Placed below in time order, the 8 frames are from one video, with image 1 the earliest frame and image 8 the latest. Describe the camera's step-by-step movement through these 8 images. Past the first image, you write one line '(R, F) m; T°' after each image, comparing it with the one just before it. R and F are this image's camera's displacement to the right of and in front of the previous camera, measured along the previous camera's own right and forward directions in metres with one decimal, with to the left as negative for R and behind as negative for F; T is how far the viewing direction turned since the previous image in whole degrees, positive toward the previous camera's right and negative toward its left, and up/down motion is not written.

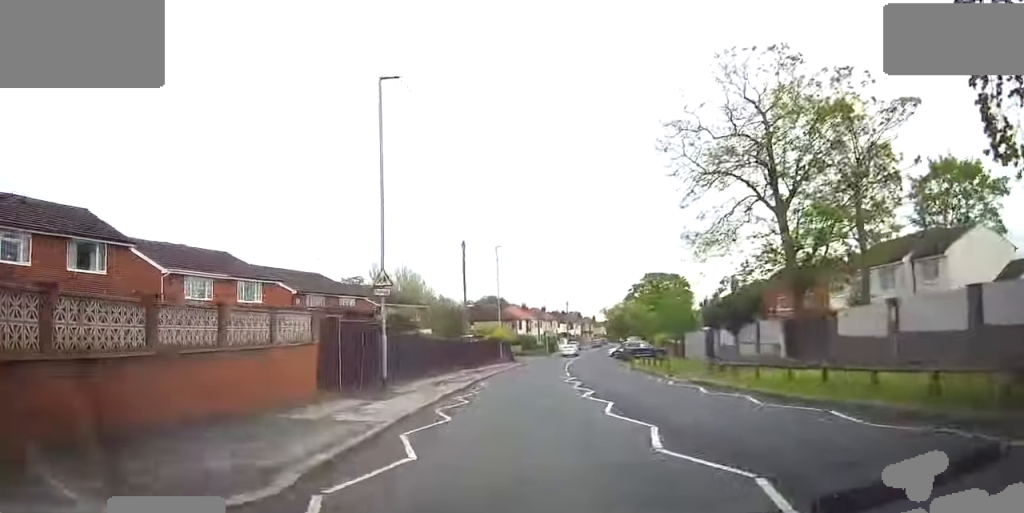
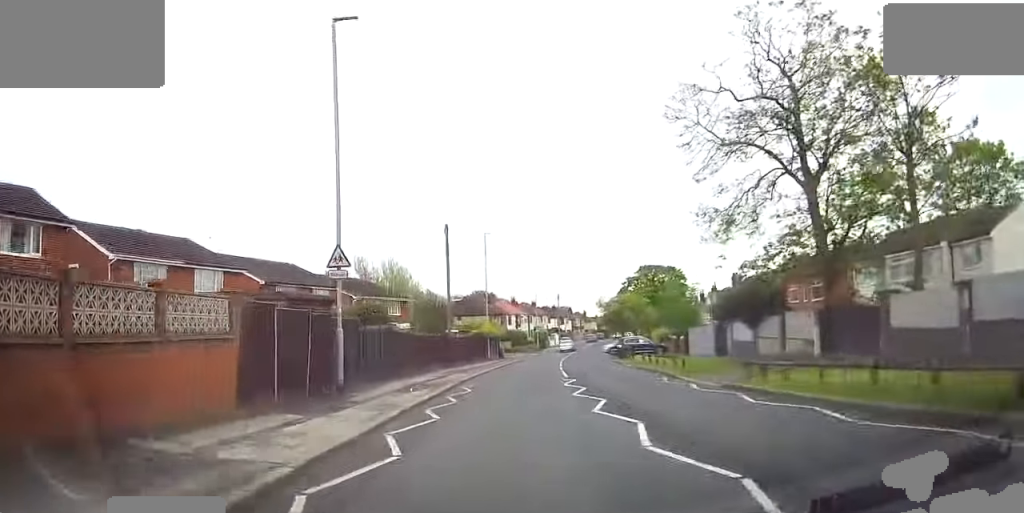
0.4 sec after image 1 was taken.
(0.0, +4.1) m; 0°
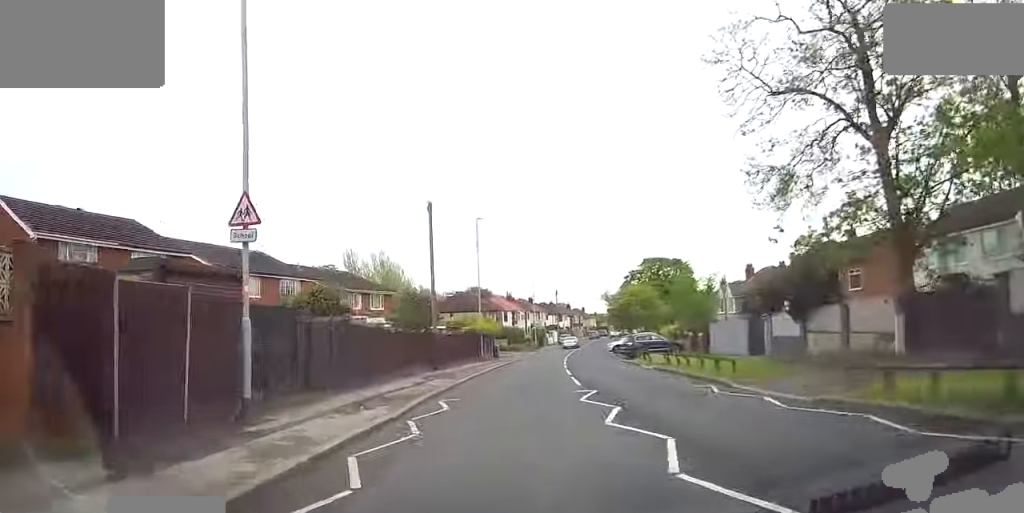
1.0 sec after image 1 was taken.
(0.0, +5.8) m; +1°
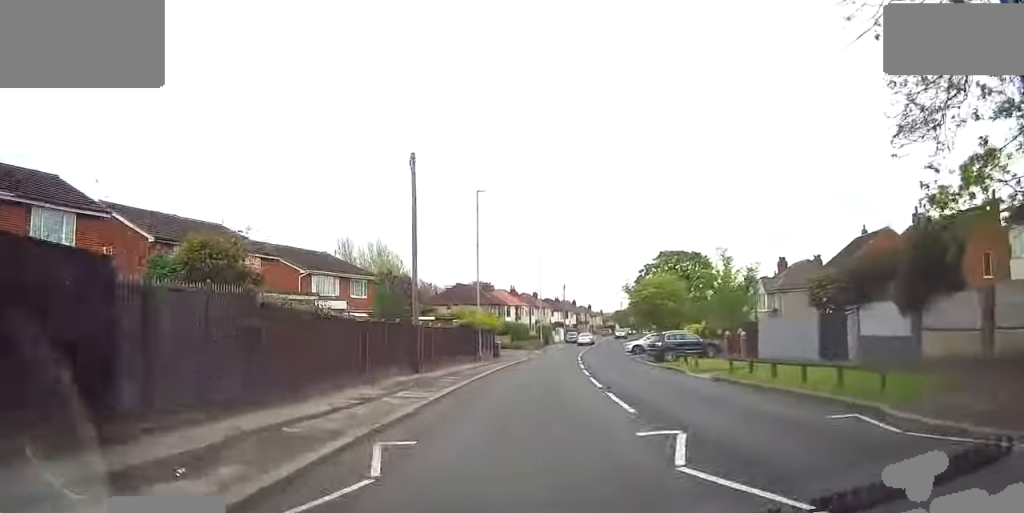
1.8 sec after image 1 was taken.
(+0.1, +7.5) m; +1°
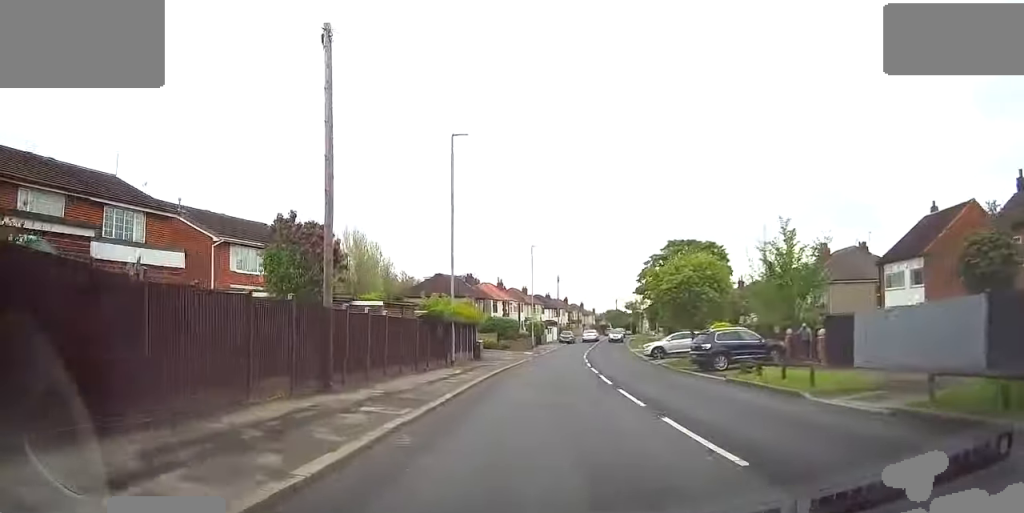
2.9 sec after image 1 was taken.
(0.0, +10.9) m; 0°
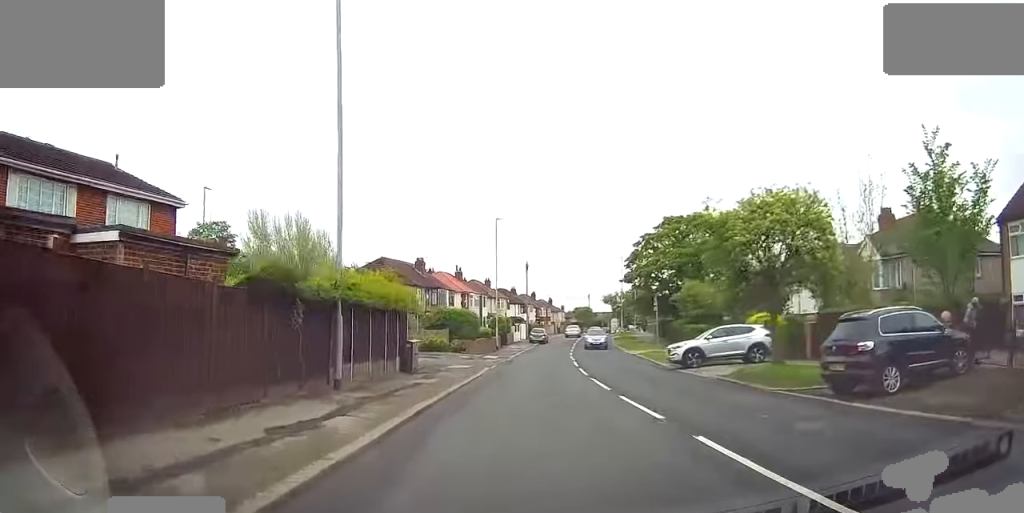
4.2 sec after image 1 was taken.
(0.0, +14.5) m; +1°
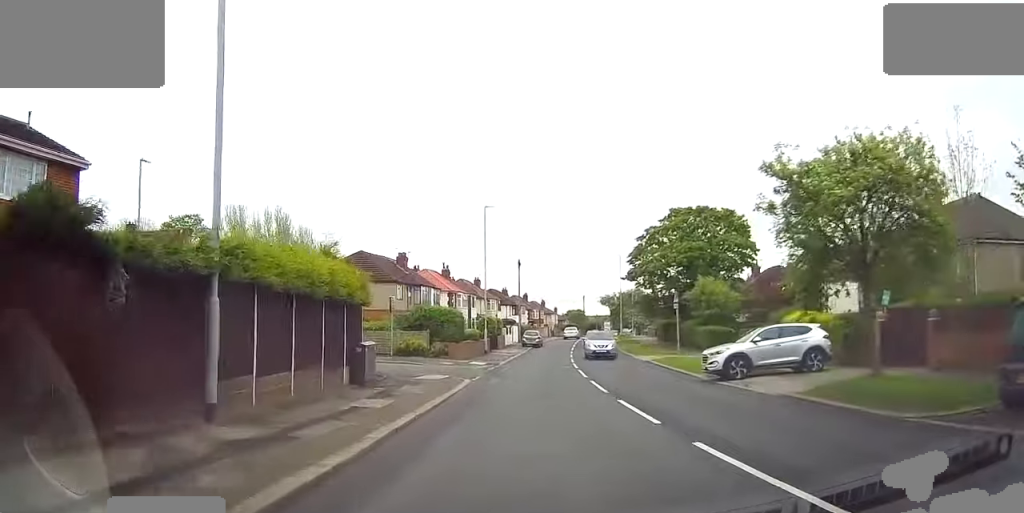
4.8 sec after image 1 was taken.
(-0.1, +6.1) m; +1°
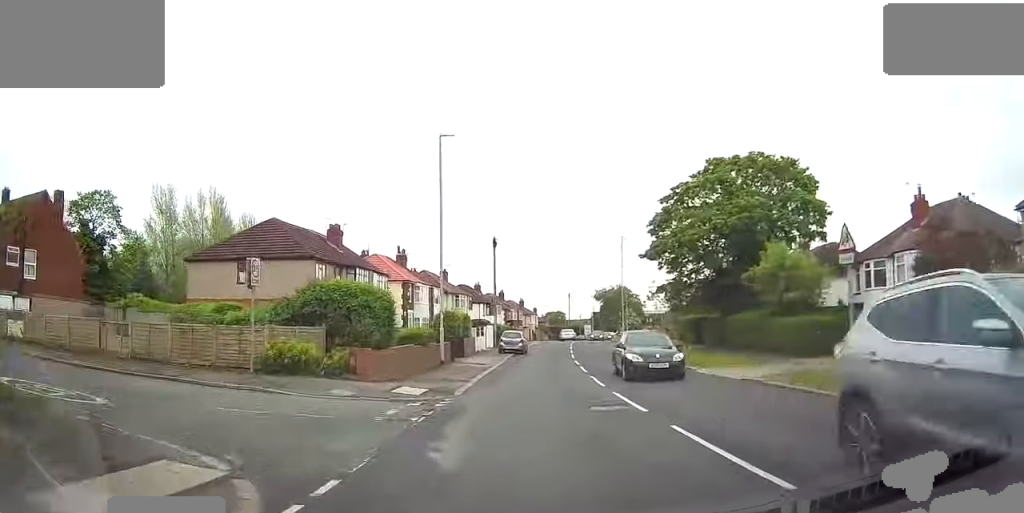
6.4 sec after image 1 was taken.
(+0.9, +17.1) m; +4°
